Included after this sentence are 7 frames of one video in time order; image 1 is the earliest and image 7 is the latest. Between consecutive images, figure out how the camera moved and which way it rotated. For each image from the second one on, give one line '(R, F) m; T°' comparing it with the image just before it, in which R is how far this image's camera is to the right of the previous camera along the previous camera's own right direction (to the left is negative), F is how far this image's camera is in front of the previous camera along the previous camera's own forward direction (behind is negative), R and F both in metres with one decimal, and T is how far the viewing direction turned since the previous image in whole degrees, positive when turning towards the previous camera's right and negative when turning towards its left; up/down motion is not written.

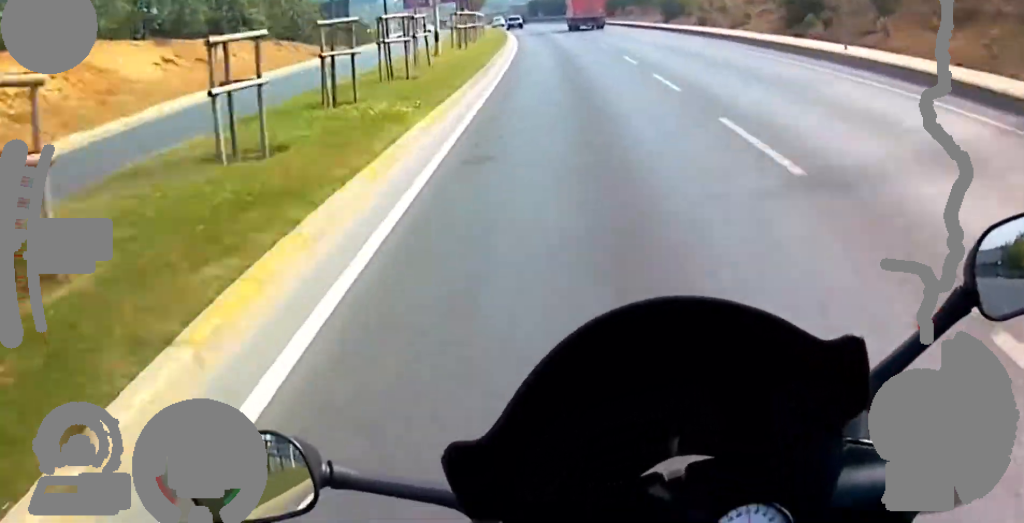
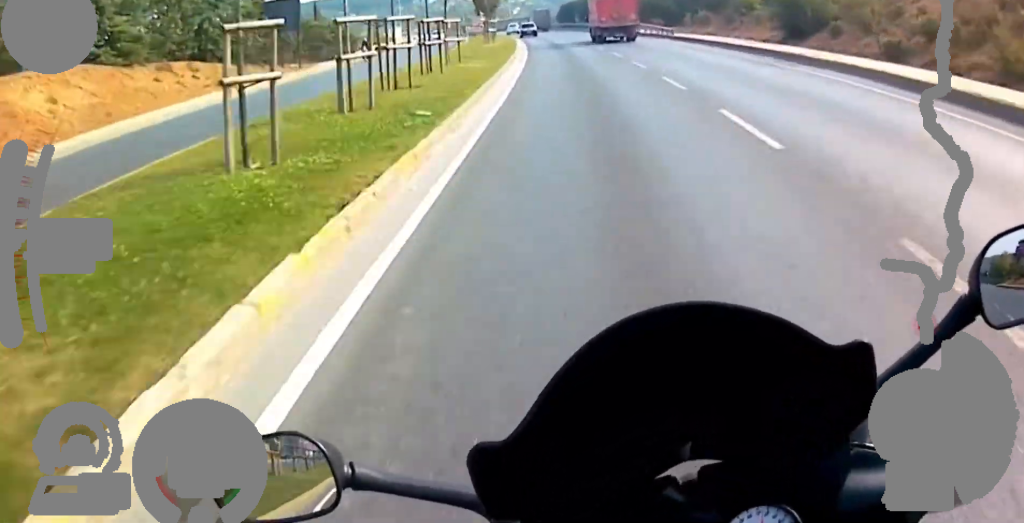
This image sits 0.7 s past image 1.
(0.0, +4.0) m; -1°
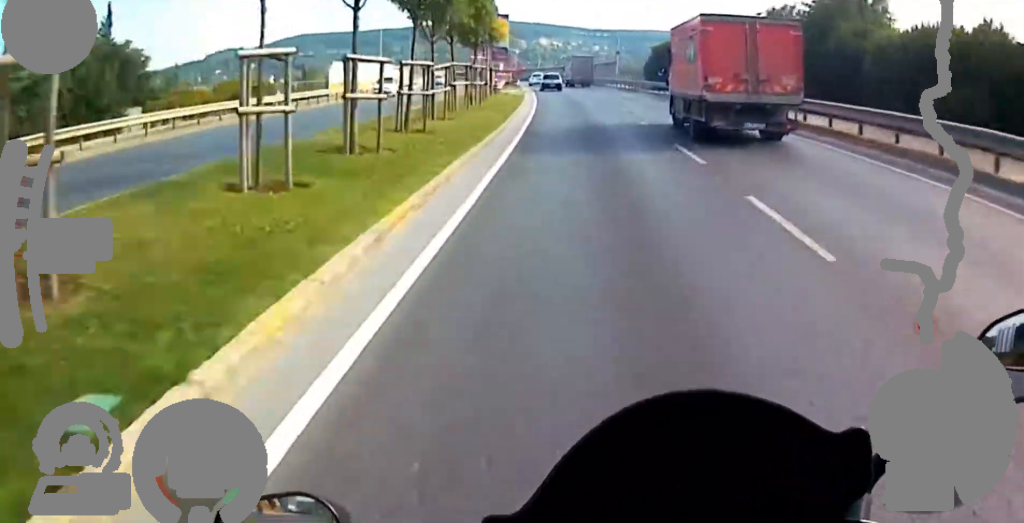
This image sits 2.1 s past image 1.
(-0.4, +9.1) m; 0°
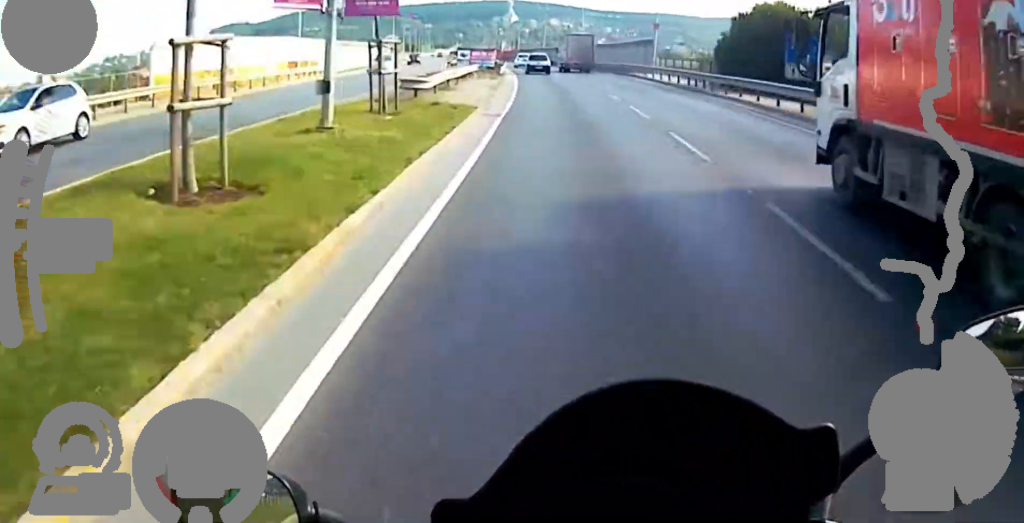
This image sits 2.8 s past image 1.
(+0.1, +5.1) m; +3°
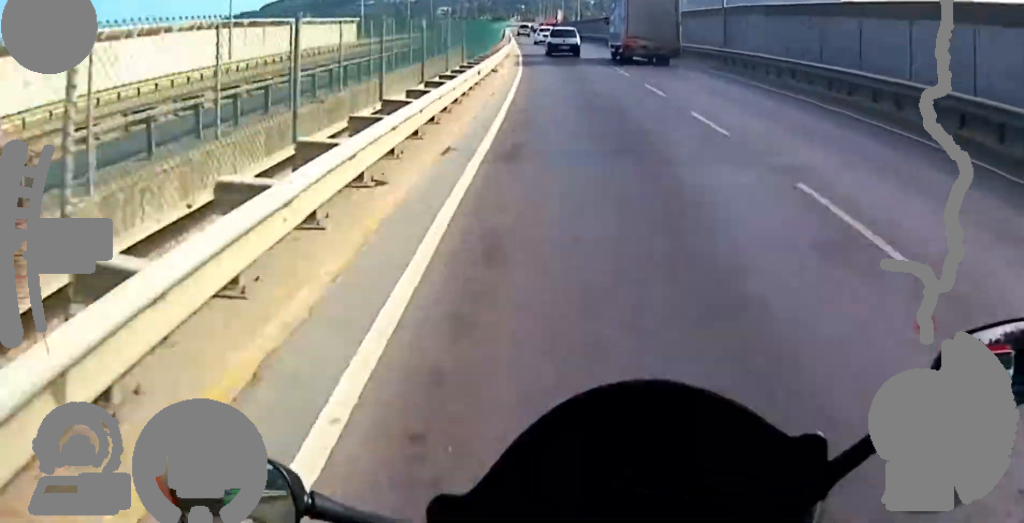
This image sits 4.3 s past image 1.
(+0.5, +11.7) m; -6°
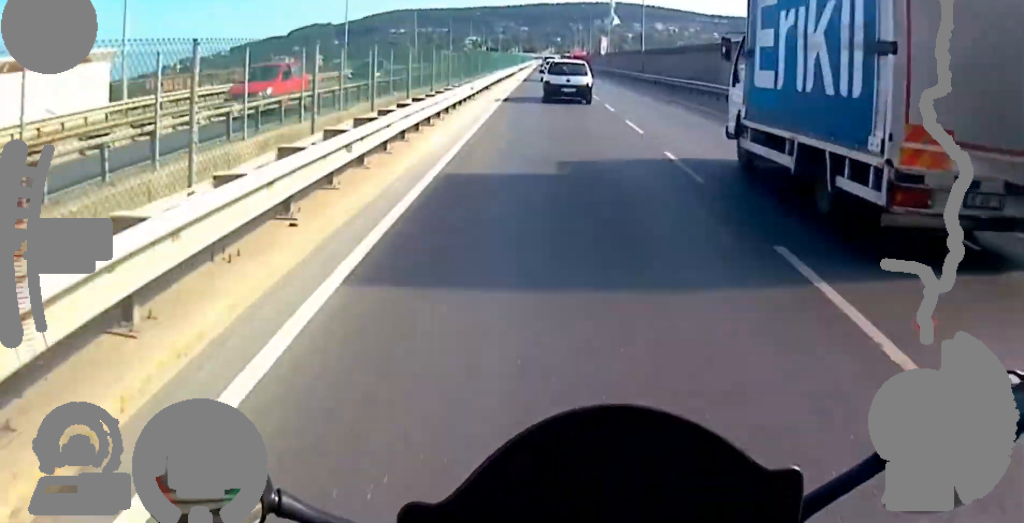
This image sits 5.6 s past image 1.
(-2.2, +14.9) m; -11°
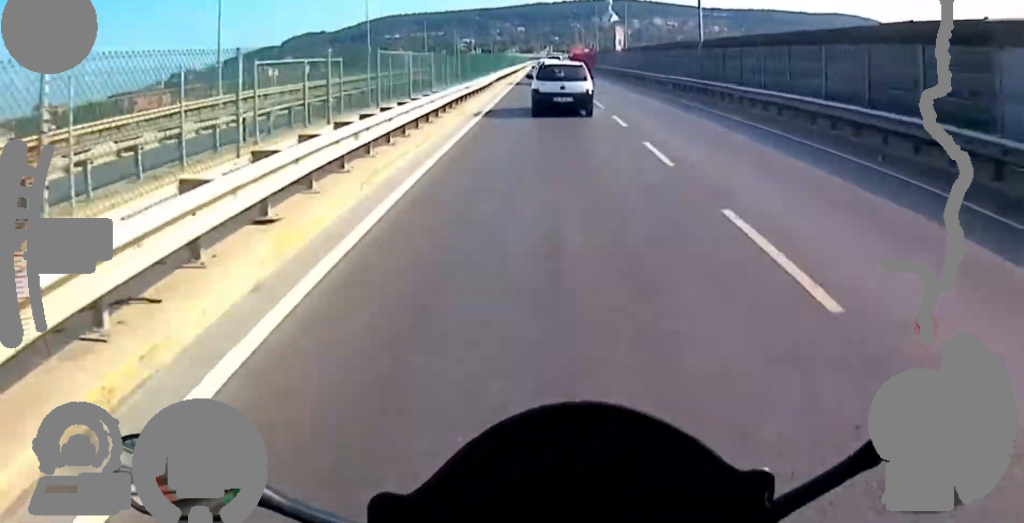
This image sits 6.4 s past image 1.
(0.0, +11.2) m; 0°
